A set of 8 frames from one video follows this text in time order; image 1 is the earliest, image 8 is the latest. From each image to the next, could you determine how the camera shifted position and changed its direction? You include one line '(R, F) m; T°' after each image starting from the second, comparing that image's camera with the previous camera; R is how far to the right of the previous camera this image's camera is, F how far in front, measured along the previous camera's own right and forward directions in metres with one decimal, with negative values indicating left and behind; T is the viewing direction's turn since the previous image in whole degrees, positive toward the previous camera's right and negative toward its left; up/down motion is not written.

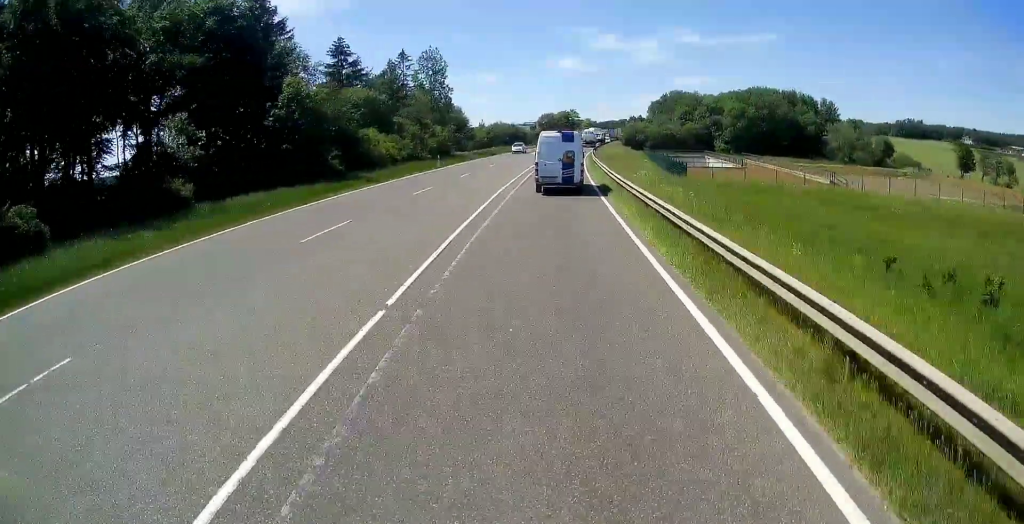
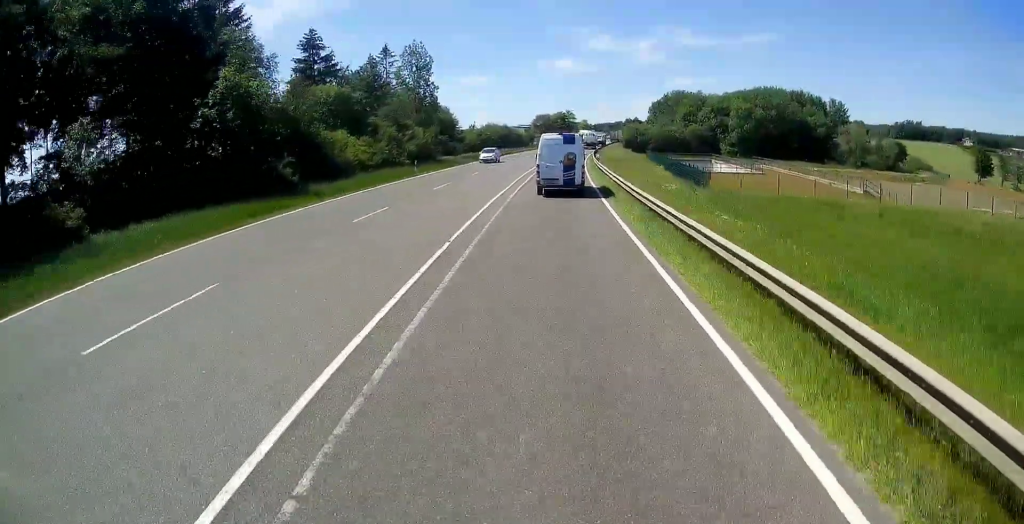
(+0.2, +8.1) m; +1°
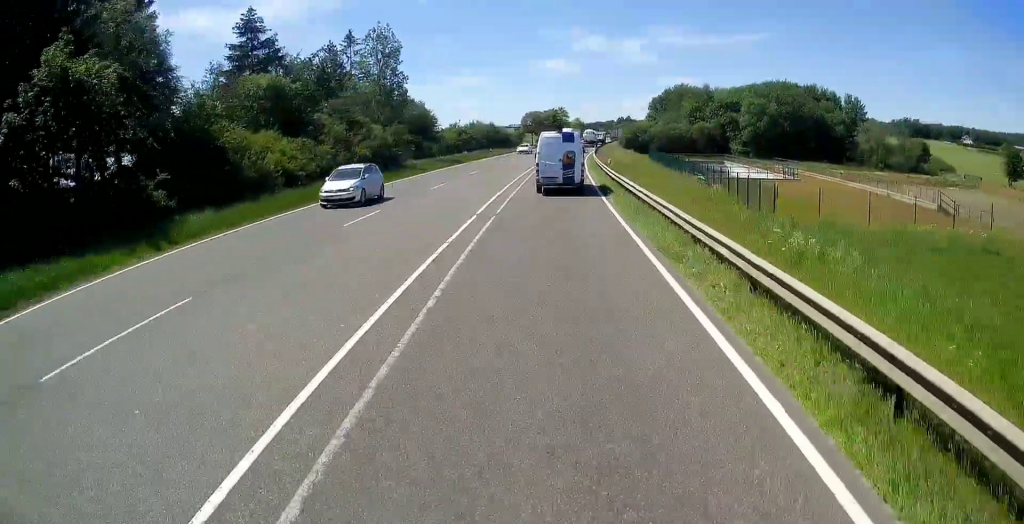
(0.0, +13.2) m; -1°
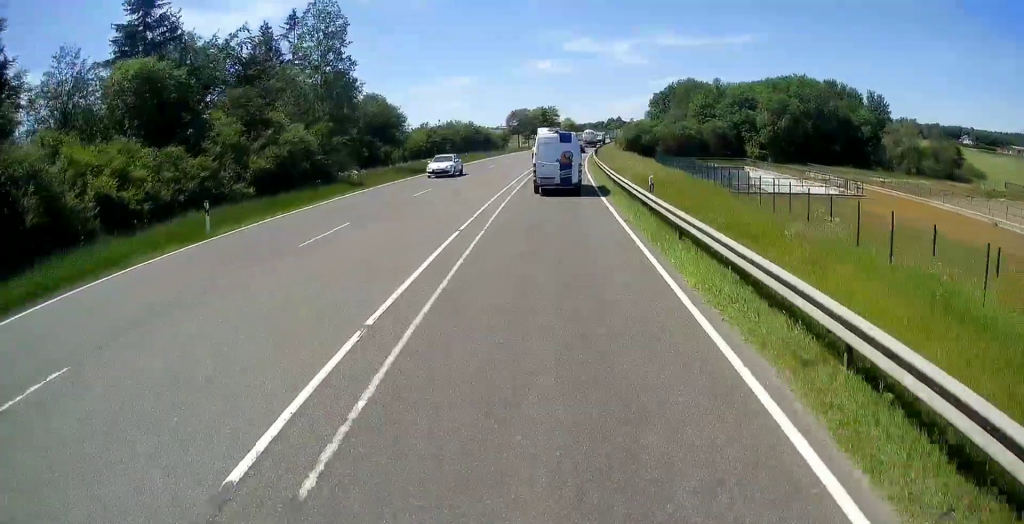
(-0.2, +15.3) m; +2°
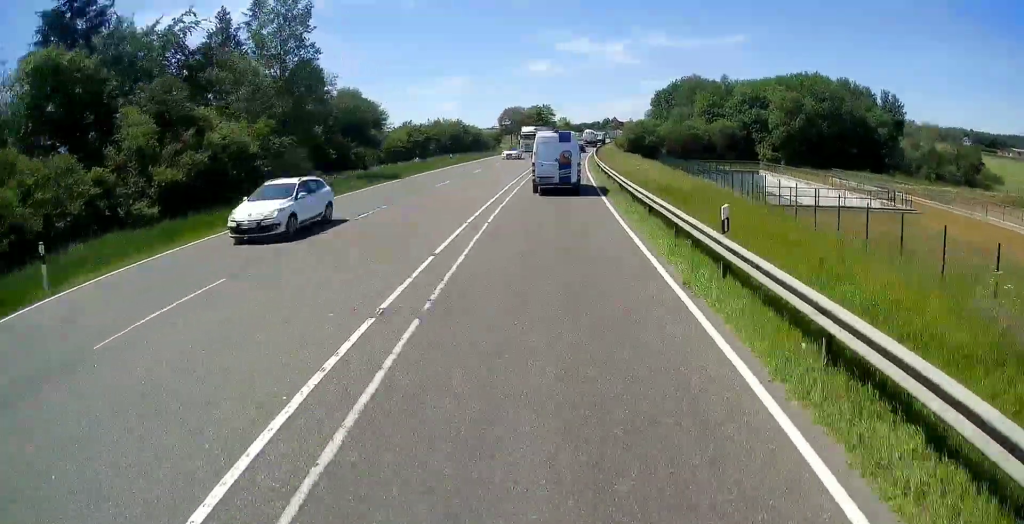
(+0.3, +7.6) m; +1°
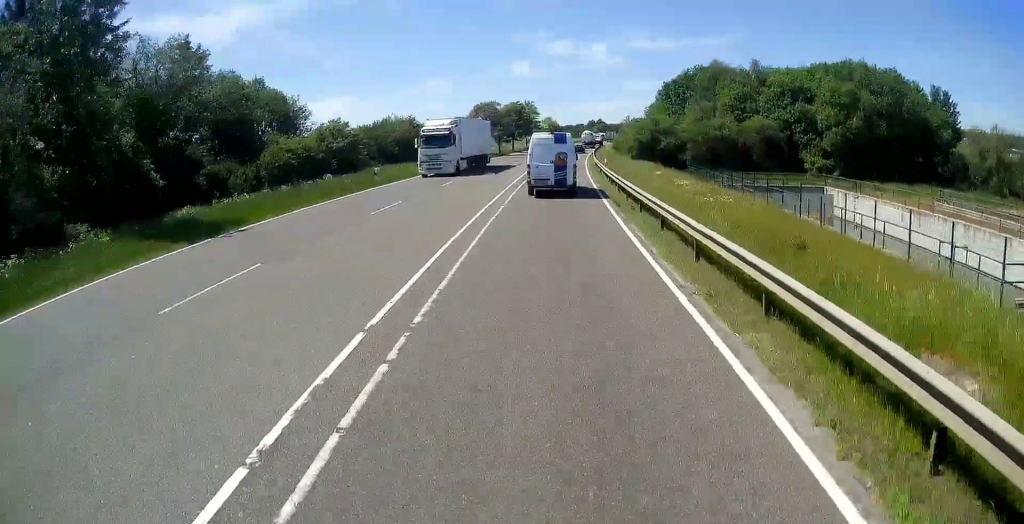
(+0.3, +22.5) m; +2°
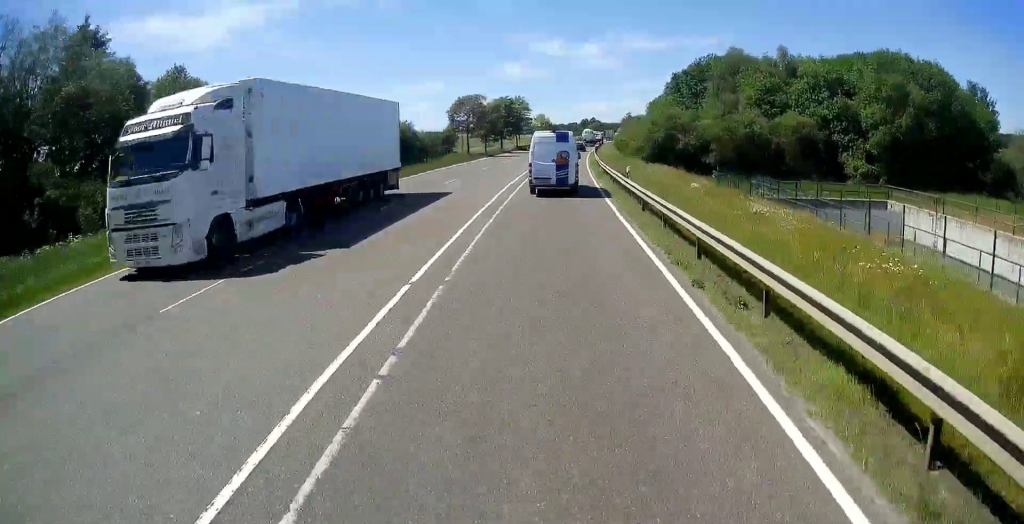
(+0.2, +12.2) m; +1°
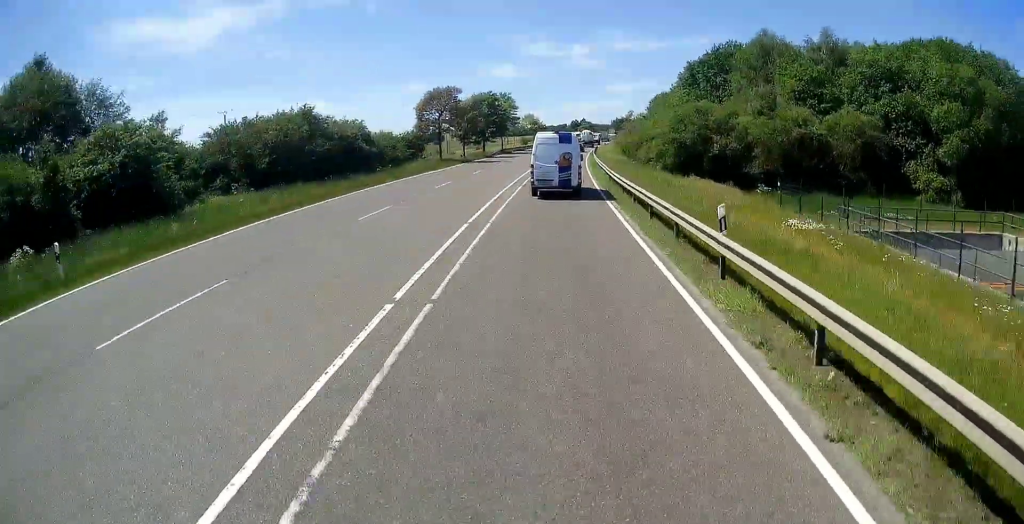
(0.0, +13.8) m; 0°
